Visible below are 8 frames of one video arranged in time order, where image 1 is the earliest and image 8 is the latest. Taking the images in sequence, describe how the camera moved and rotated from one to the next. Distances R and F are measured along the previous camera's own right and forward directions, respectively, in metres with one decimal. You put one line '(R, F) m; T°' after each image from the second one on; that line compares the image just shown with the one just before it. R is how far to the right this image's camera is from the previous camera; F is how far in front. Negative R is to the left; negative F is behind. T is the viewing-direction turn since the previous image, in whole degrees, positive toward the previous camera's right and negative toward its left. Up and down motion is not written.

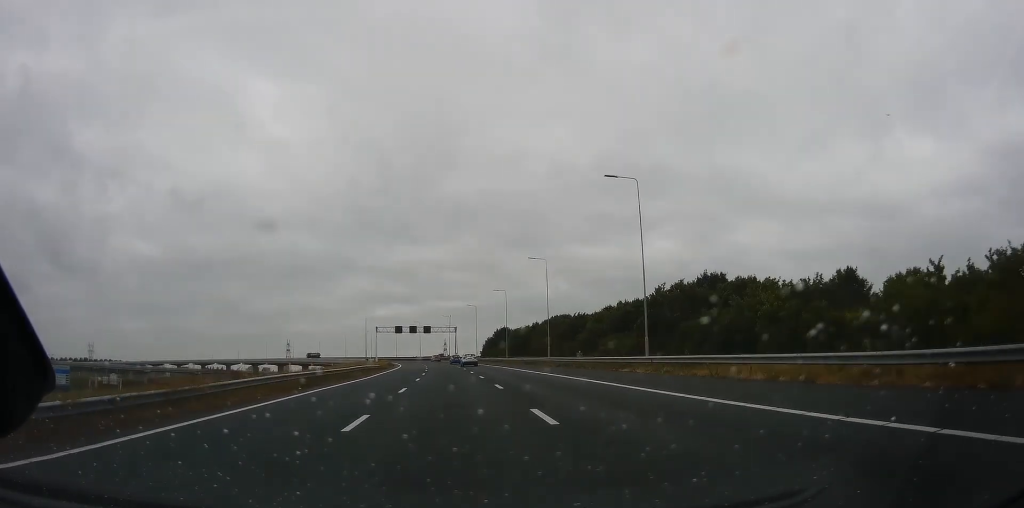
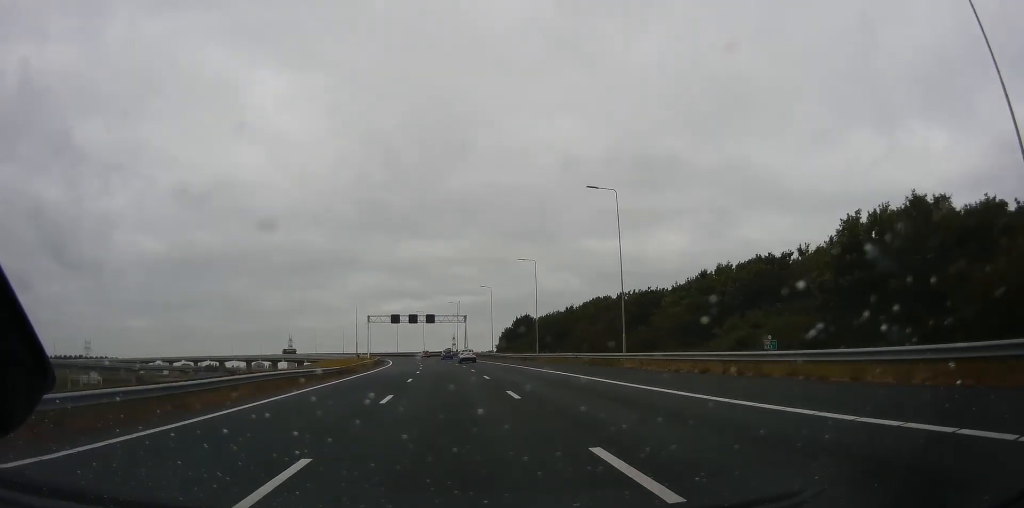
(0.0, +31.8) m; -1°
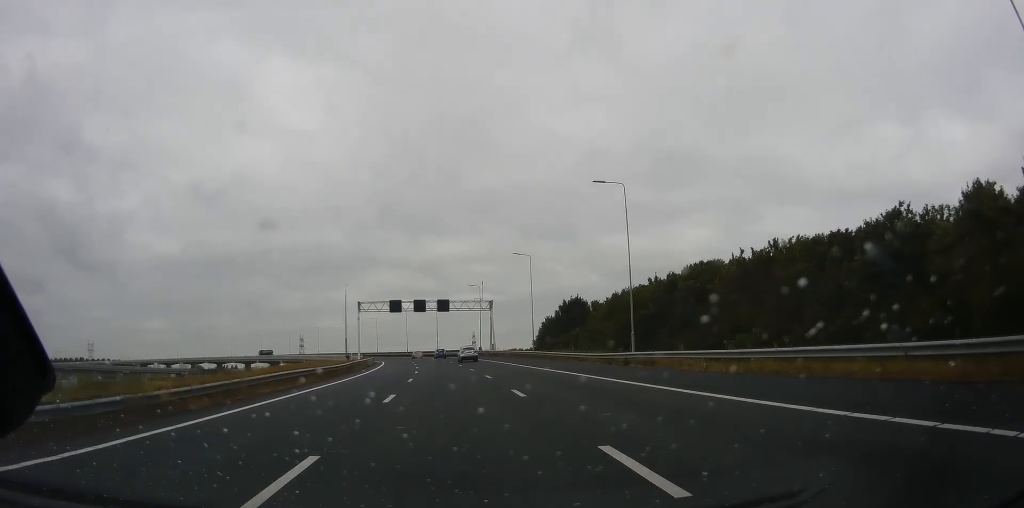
(+0.3, +35.6) m; -1°
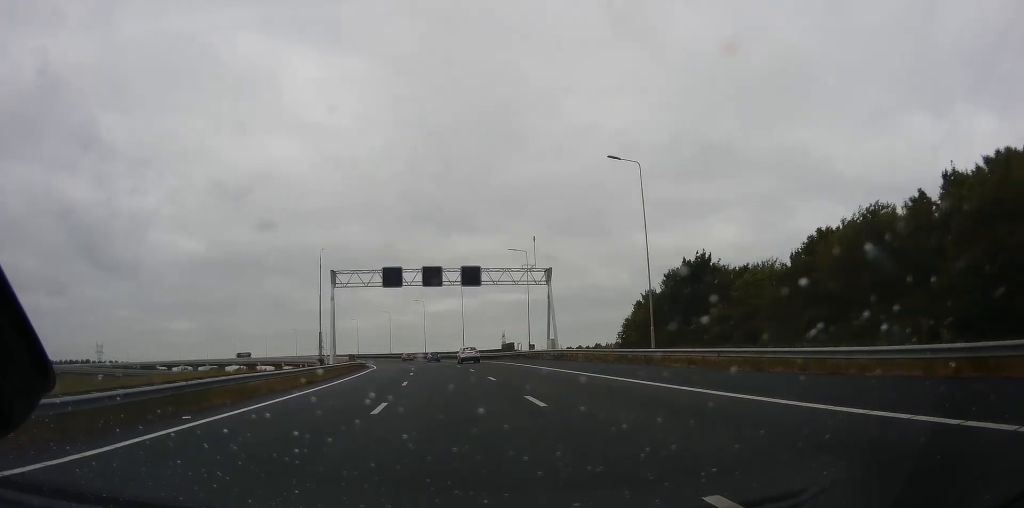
(-0.9, +39.3) m; -4°
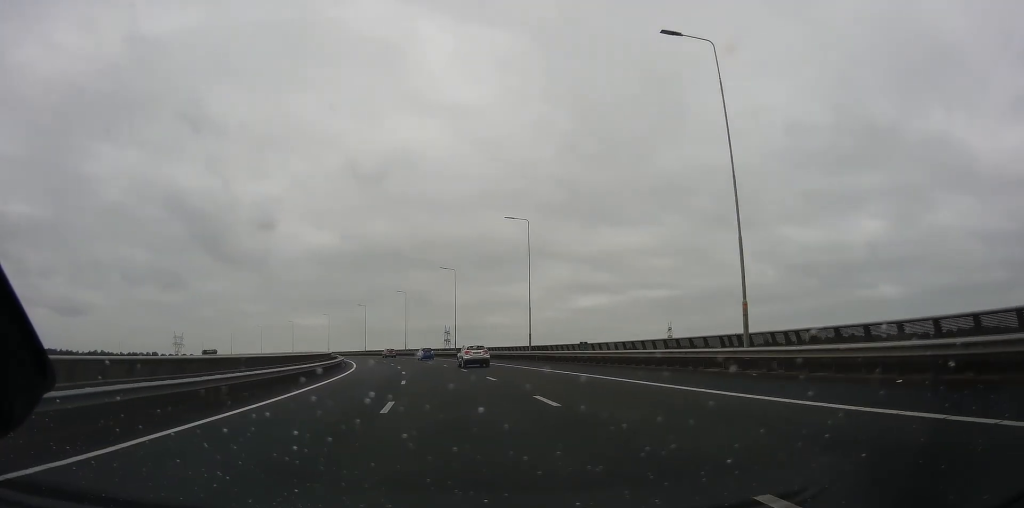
(-8.6, +121.1) m; -10°
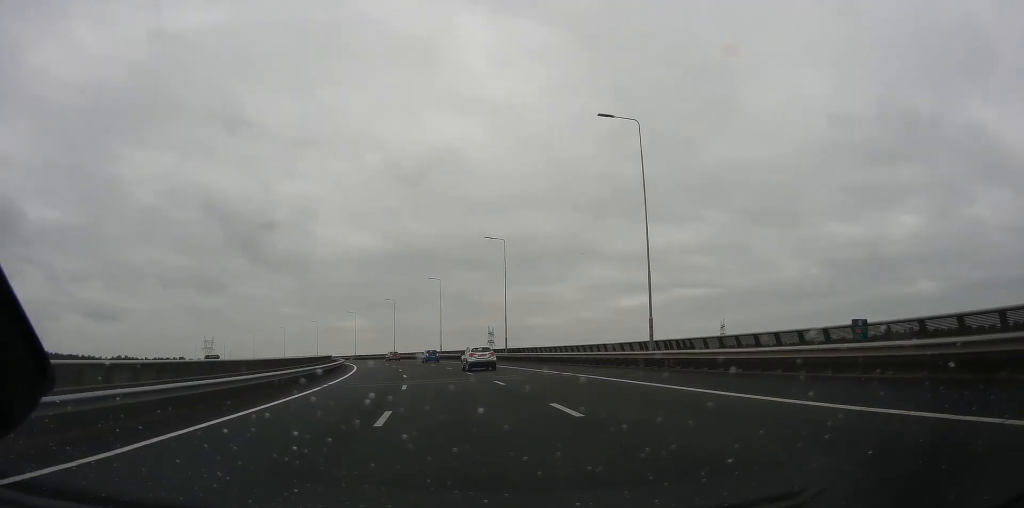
(-1.8, +25.9) m; -3°
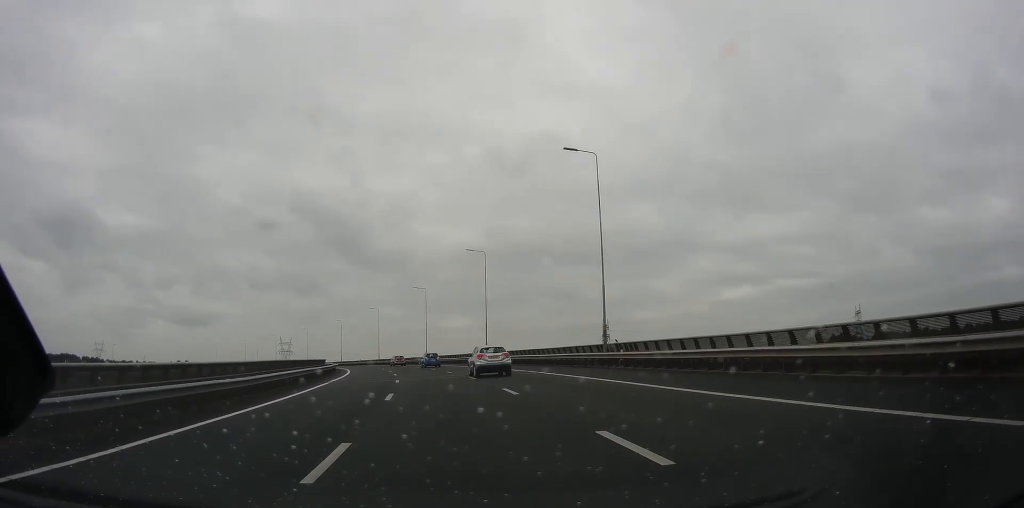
(-4.4, +64.9) m; -9°
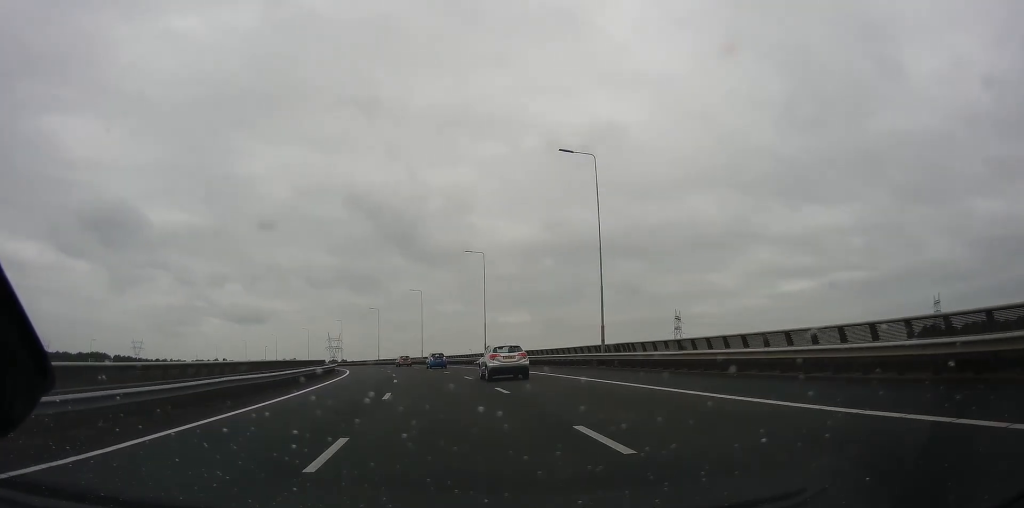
(0.0, +35.1) m; -6°
